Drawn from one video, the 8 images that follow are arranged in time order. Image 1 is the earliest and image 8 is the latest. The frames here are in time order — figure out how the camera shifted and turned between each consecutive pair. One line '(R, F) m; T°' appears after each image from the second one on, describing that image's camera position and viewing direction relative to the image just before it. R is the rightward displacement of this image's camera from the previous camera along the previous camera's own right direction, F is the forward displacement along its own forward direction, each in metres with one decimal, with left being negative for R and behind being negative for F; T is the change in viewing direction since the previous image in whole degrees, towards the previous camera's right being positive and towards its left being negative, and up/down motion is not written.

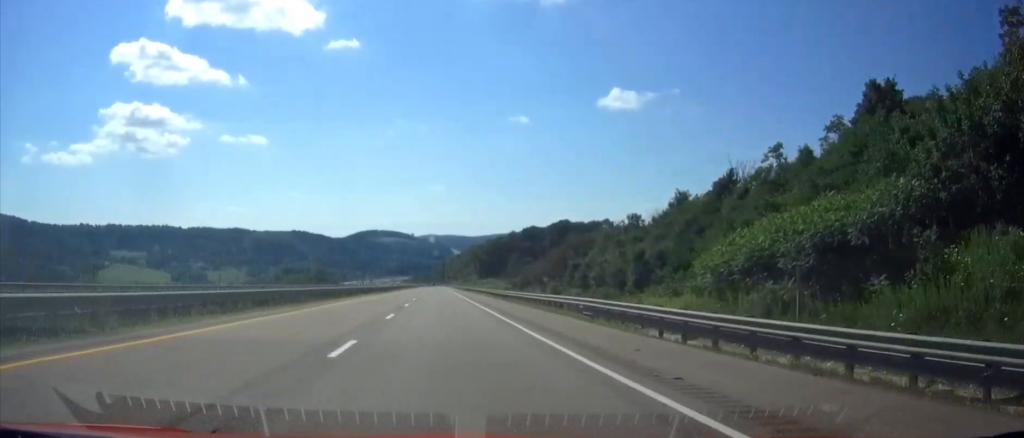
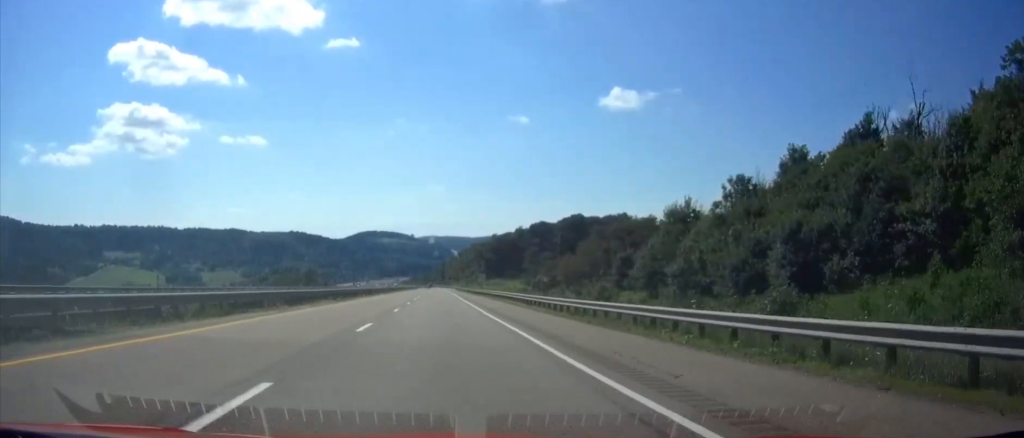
(+0.1, +30.0) m; 0°
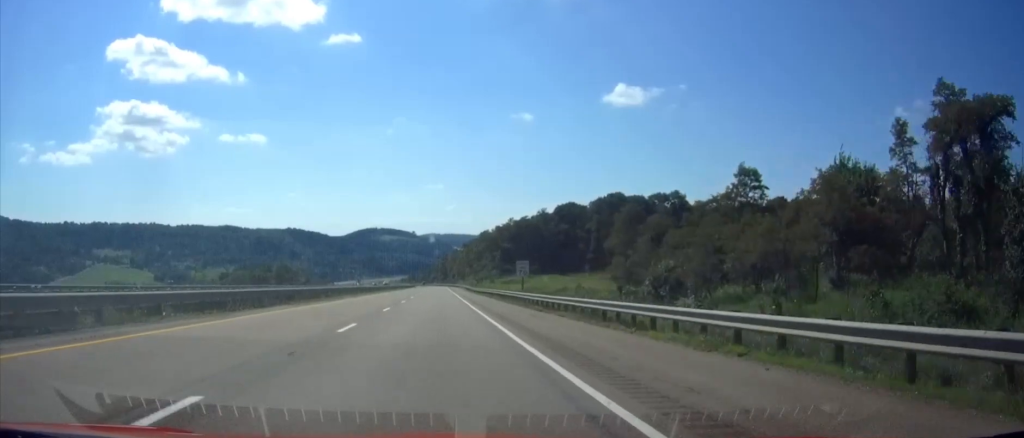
(0.0, +61.6) m; 0°
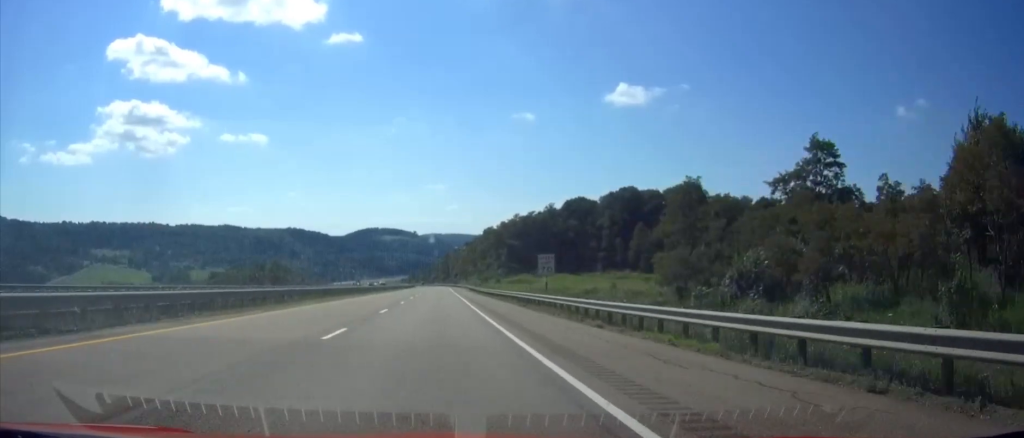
(0.0, +14.0) m; 0°
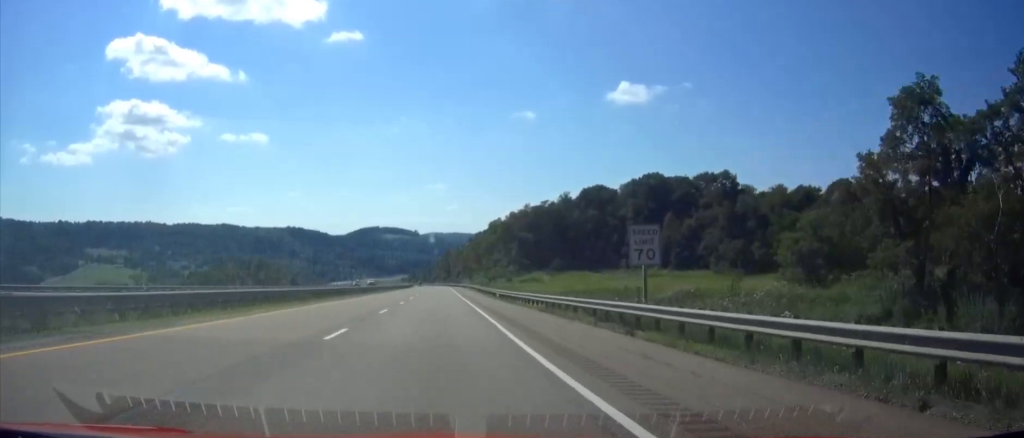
(0.0, +24.6) m; 0°
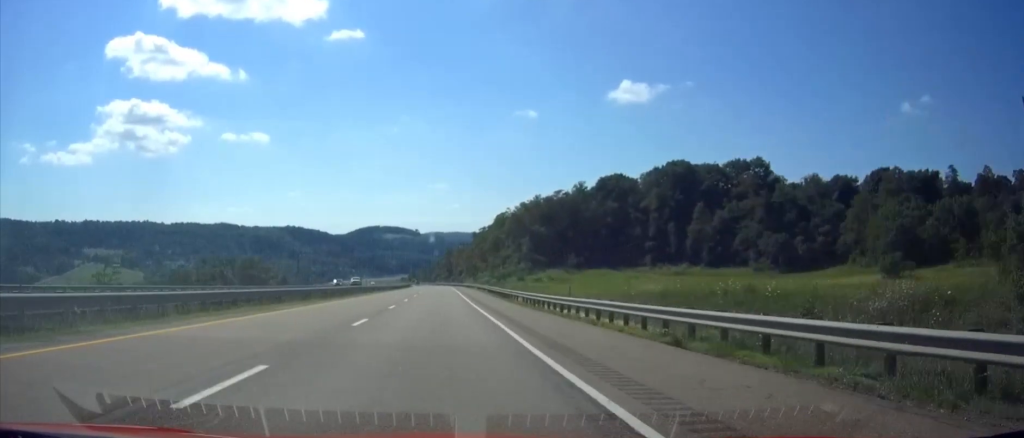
(0.0, +19.9) m; 0°
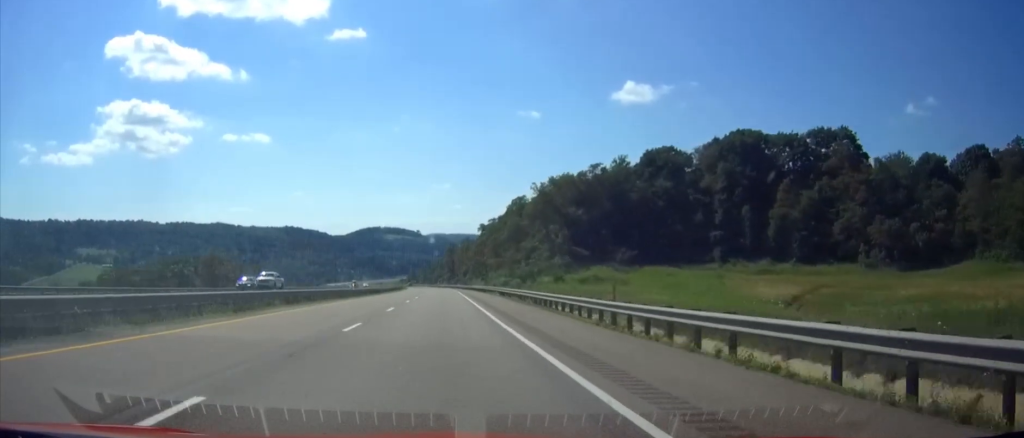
(-0.1, +38.6) m; 0°
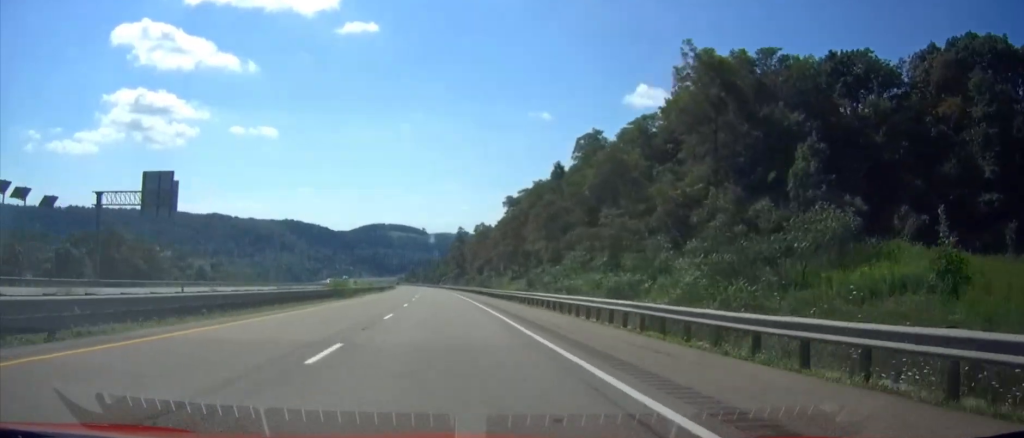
(-0.1, +67.0) m; 0°
